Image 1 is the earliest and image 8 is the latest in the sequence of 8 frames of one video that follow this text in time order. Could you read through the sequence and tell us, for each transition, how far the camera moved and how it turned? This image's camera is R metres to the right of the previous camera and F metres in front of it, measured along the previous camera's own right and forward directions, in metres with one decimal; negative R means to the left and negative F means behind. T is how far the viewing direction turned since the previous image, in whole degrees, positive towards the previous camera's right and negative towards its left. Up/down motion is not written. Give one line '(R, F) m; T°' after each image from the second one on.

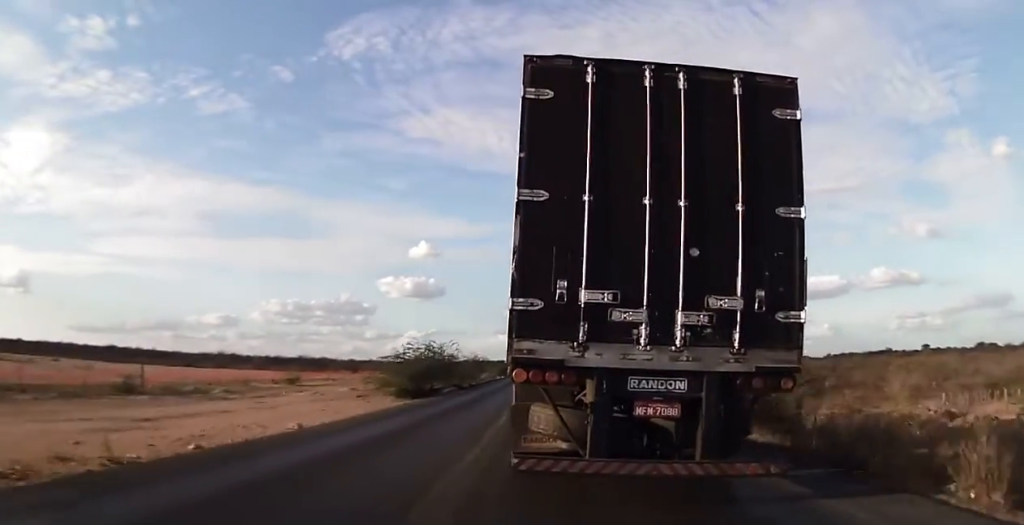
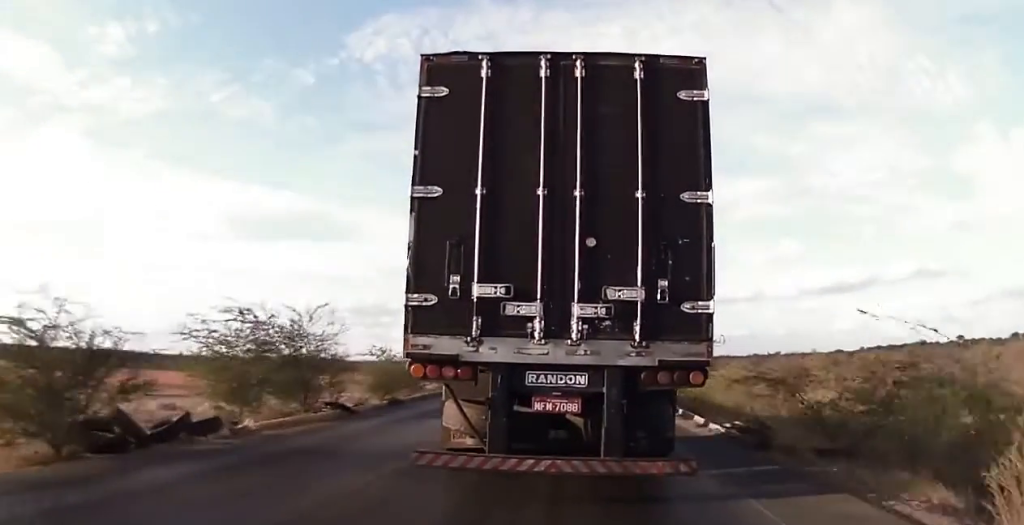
(+0.7, +25.5) m; +1°
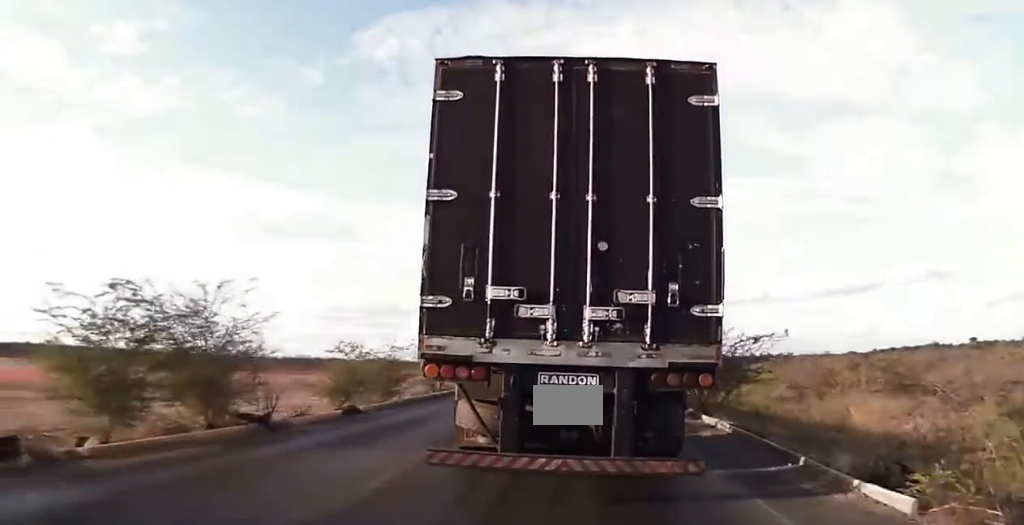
(+0.1, +6.1) m; 0°
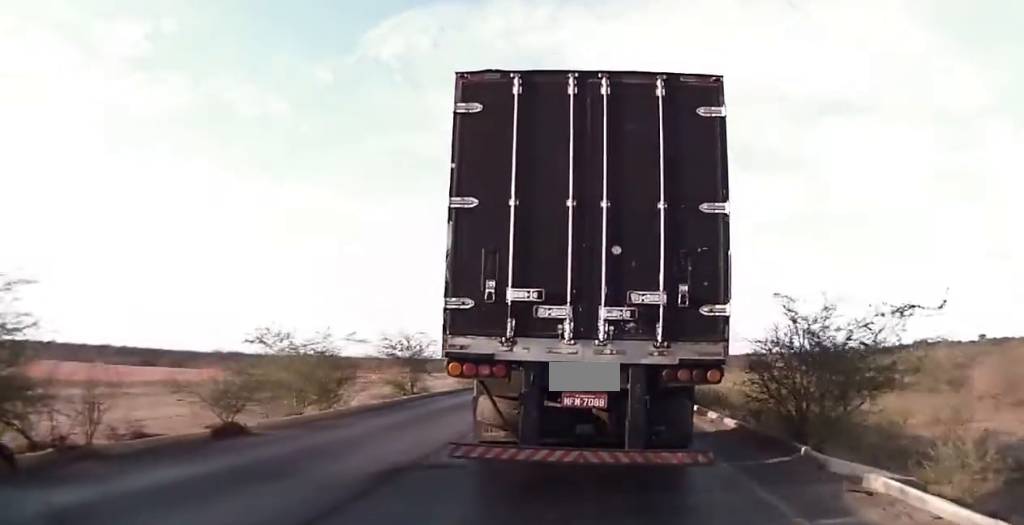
(+0.2, +7.6) m; 0°
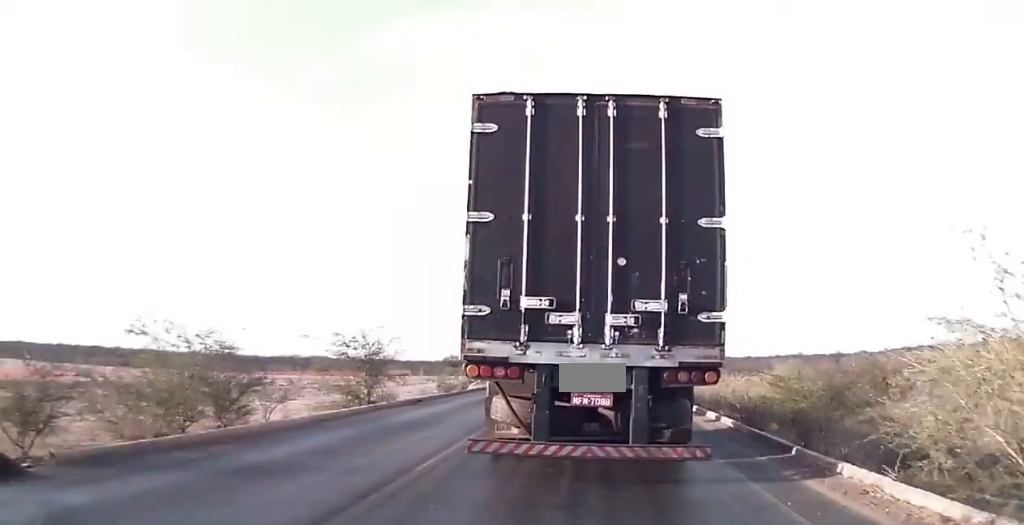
(-0.2, +6.1) m; -2°
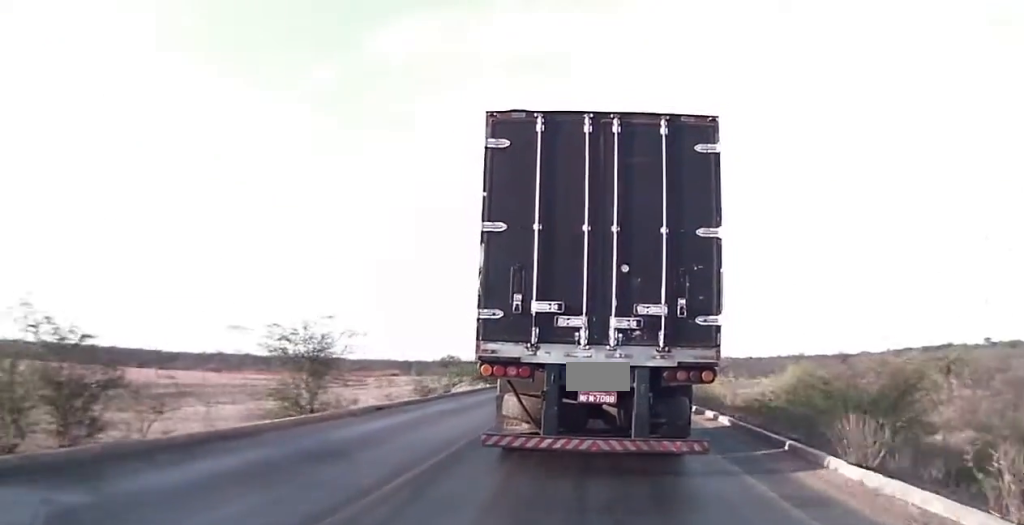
(-0.1, +5.1) m; 0°
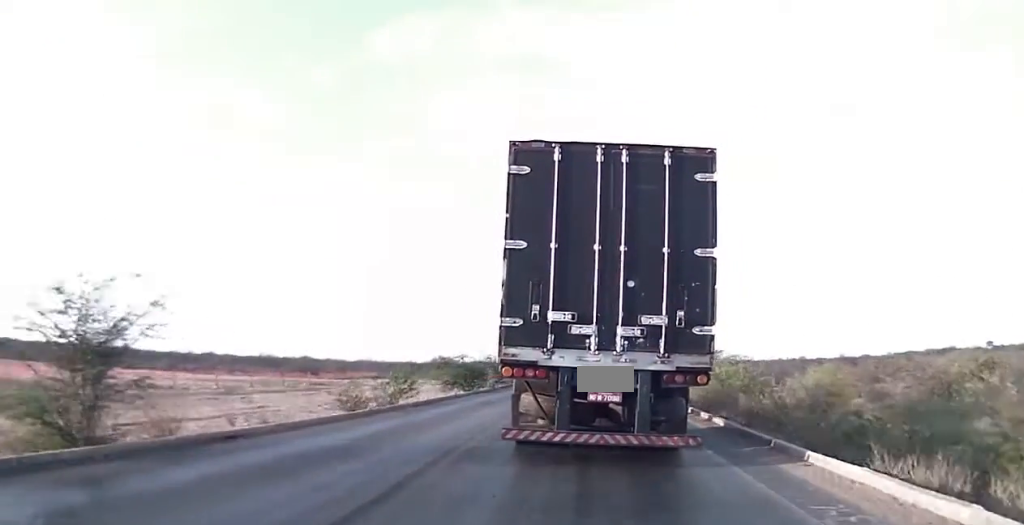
(0.0, +8.8) m; +1°
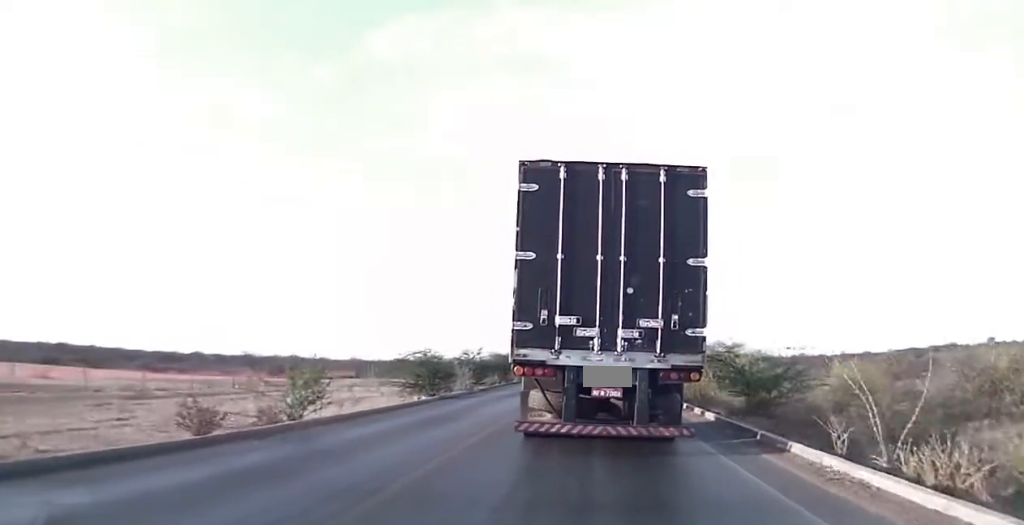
(+0.2, +7.6) m; +1°
